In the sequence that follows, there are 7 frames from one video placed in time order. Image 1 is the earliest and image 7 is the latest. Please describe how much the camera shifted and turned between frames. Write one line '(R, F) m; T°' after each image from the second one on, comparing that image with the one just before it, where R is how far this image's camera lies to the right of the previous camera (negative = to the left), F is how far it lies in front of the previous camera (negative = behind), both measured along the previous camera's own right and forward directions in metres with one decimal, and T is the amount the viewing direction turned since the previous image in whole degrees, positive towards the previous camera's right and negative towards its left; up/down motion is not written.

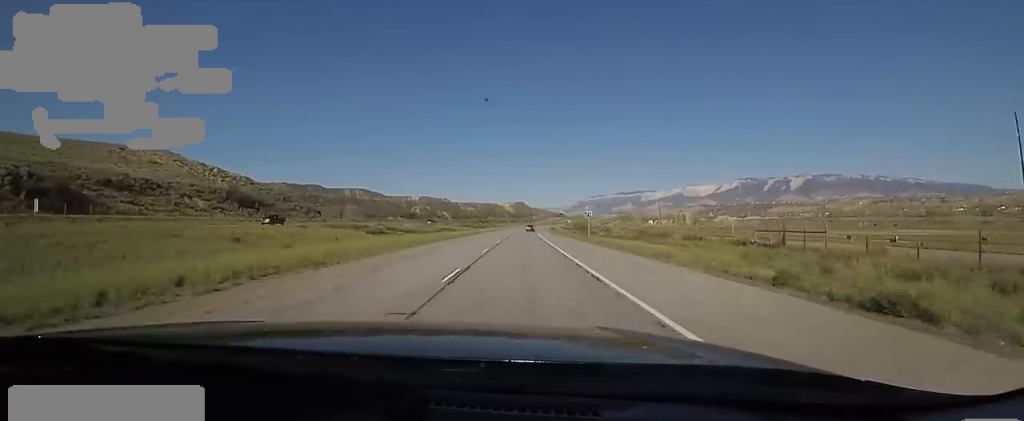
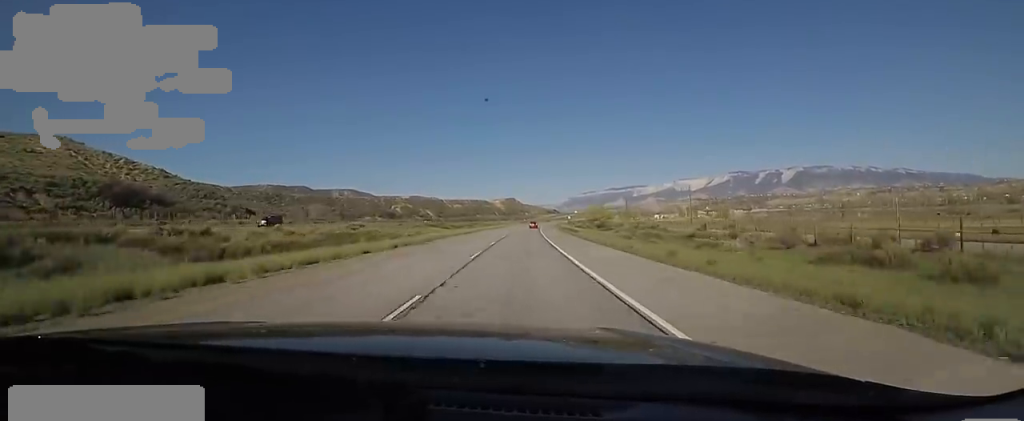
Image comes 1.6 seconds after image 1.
(+0.3, +54.6) m; 0°
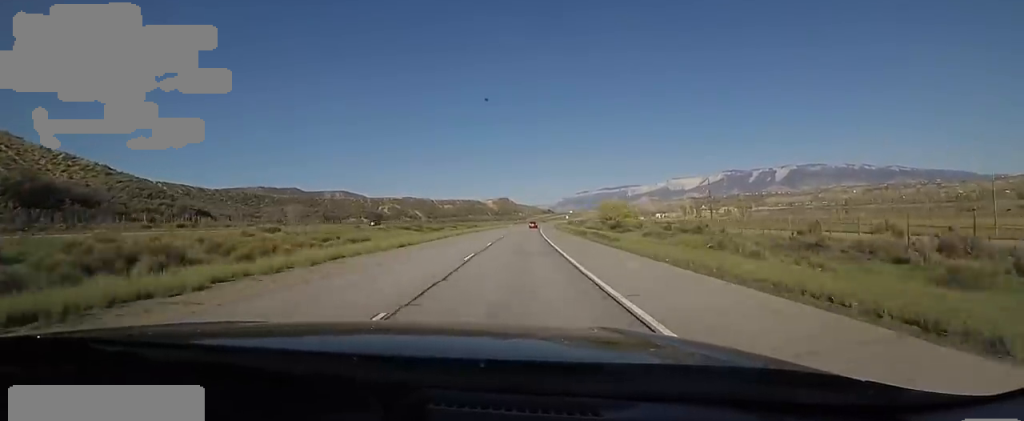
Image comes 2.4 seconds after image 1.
(-0.4, +25.6) m; +1°
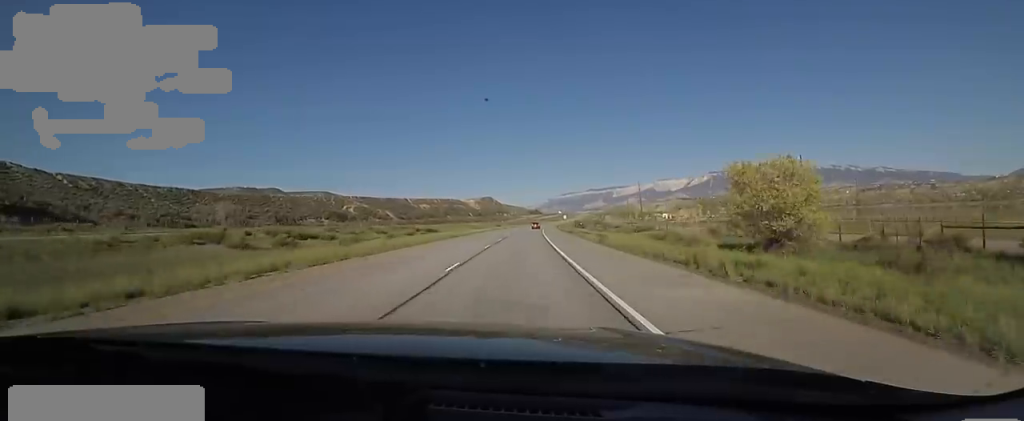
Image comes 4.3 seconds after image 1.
(+2.5, +63.9) m; +3°
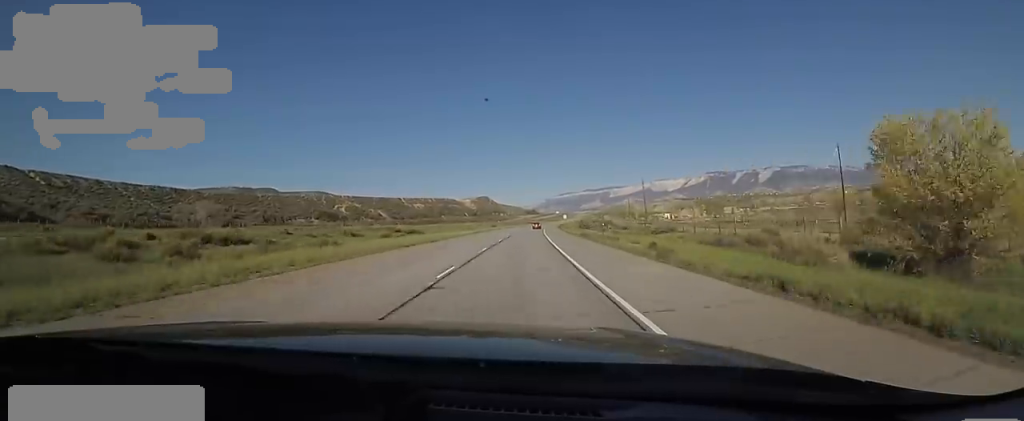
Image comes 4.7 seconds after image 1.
(-0.1, +14.6) m; +1°
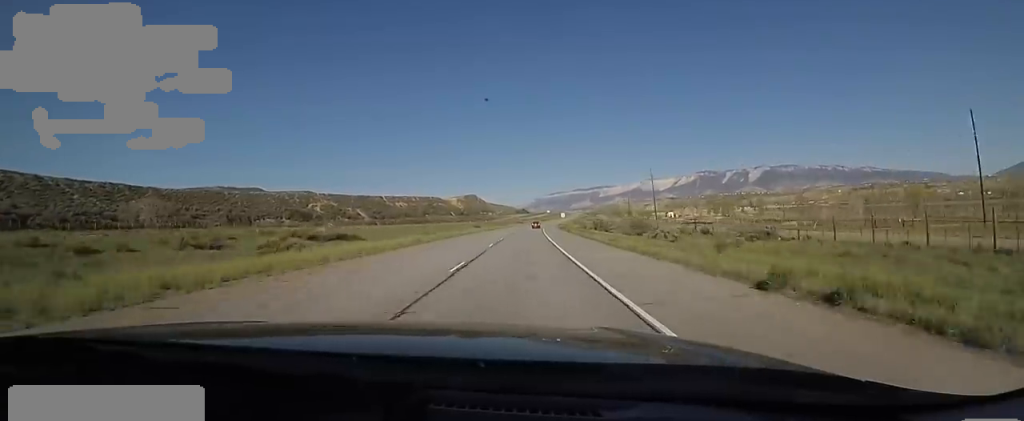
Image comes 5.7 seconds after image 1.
(+0.9, +33.6) m; +3°
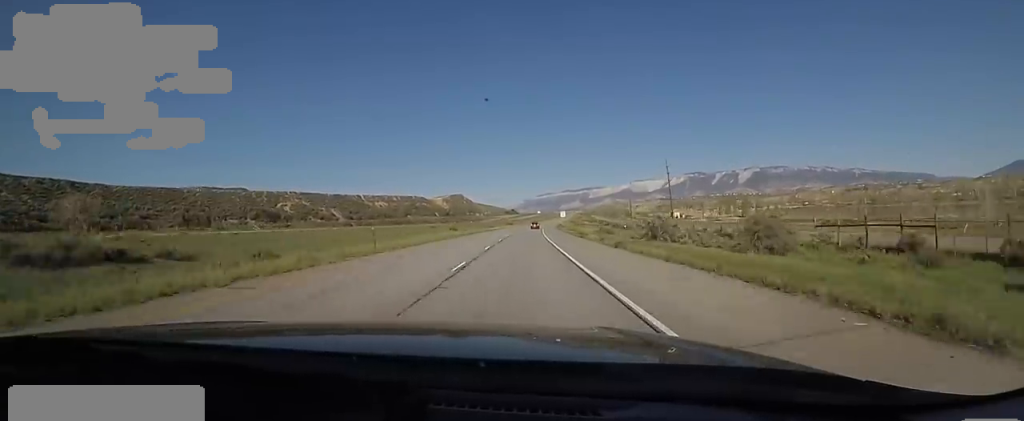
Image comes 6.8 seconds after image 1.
(+0.7, +35.8) m; -1°
